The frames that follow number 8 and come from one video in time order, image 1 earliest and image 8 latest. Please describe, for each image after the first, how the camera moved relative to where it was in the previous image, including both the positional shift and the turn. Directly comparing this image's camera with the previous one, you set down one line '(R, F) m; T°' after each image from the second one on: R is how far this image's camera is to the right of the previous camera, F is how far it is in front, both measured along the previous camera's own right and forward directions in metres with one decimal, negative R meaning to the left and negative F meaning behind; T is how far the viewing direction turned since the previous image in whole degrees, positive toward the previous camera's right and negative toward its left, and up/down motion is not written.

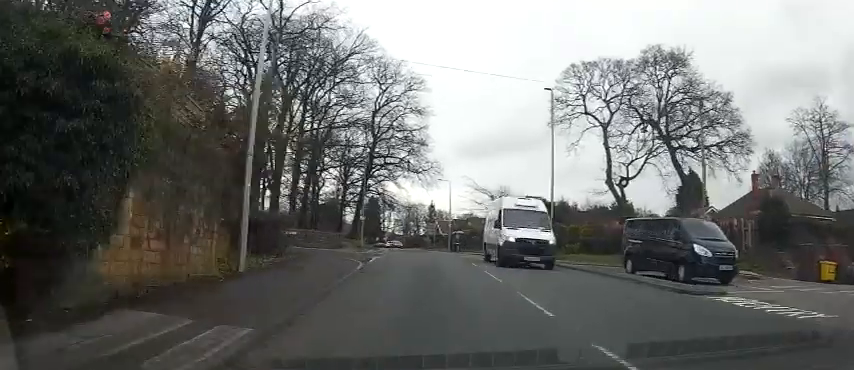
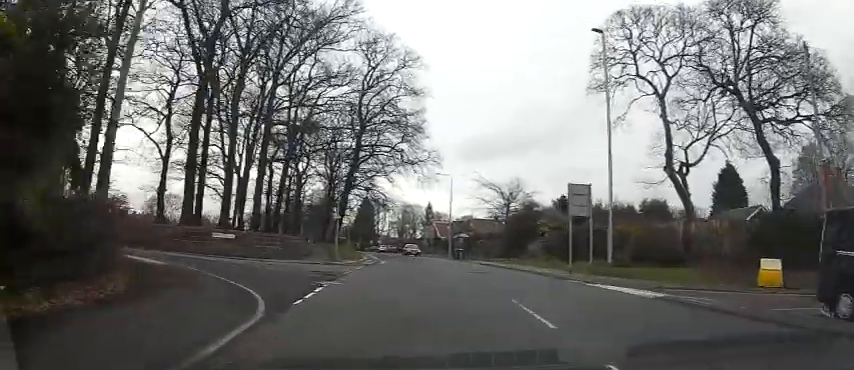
(+0.3, +11.8) m; +2°
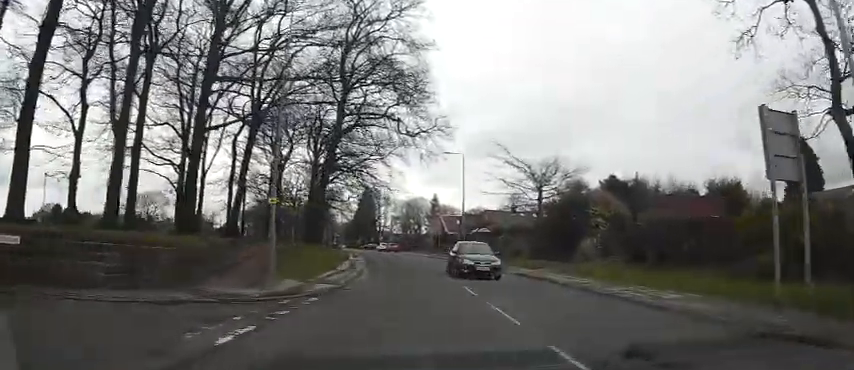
(+0.1, +14.7) m; 0°
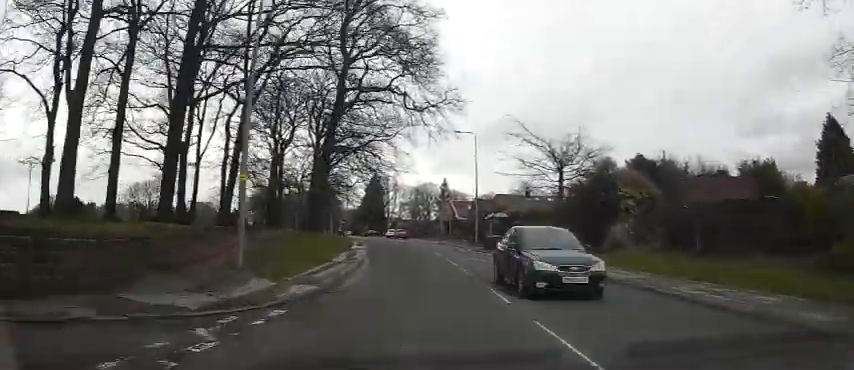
(0.0, +4.0) m; -1°
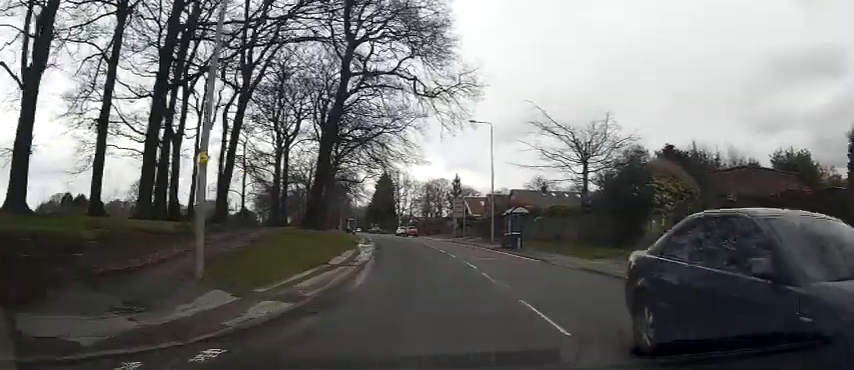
(0.0, +3.4) m; -1°
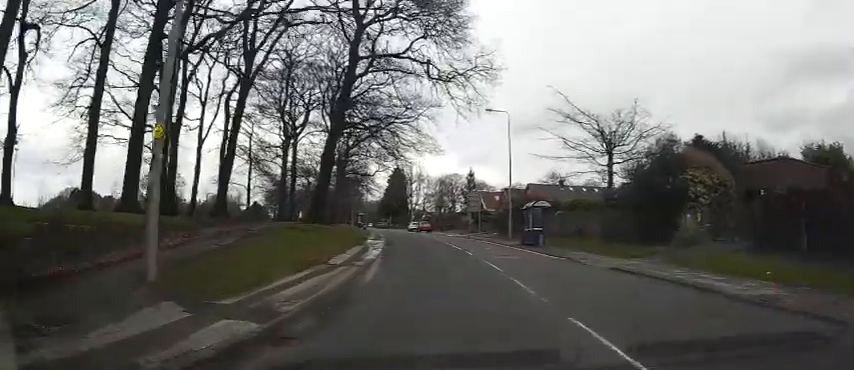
(0.0, +2.6) m; -1°
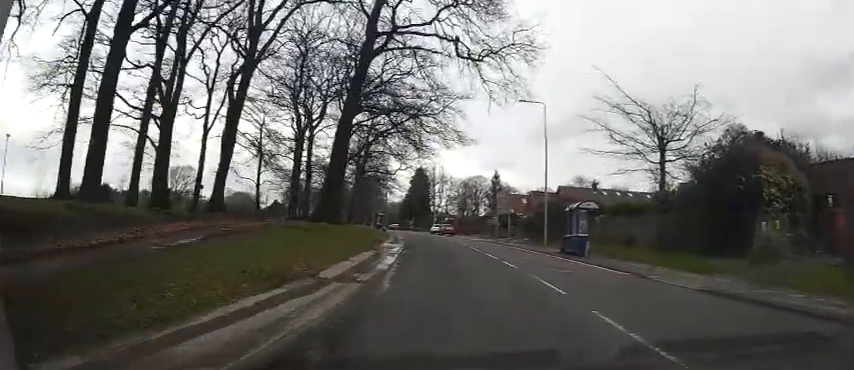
(0.0, +4.5) m; -1°
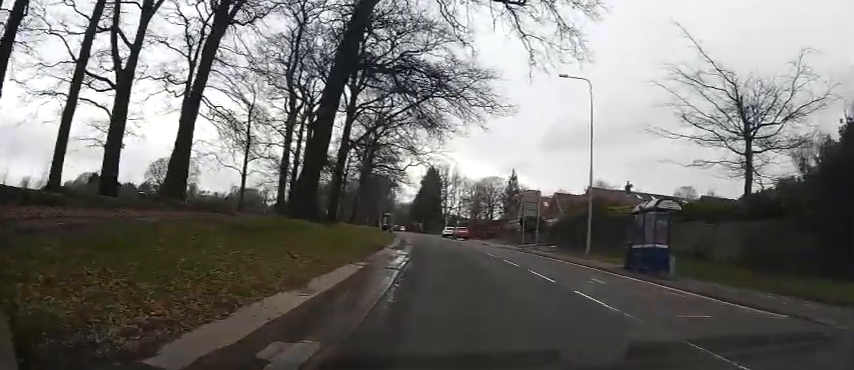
(-0.2, +8.5) m; -3°
